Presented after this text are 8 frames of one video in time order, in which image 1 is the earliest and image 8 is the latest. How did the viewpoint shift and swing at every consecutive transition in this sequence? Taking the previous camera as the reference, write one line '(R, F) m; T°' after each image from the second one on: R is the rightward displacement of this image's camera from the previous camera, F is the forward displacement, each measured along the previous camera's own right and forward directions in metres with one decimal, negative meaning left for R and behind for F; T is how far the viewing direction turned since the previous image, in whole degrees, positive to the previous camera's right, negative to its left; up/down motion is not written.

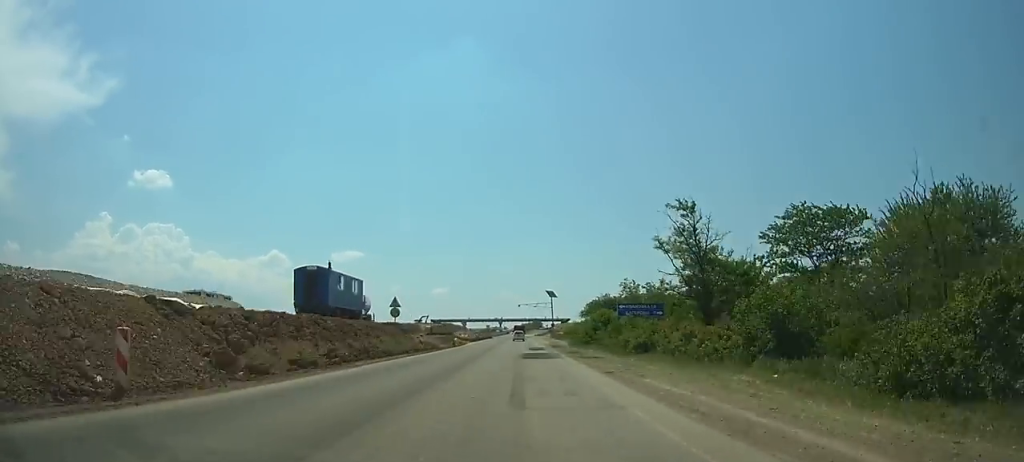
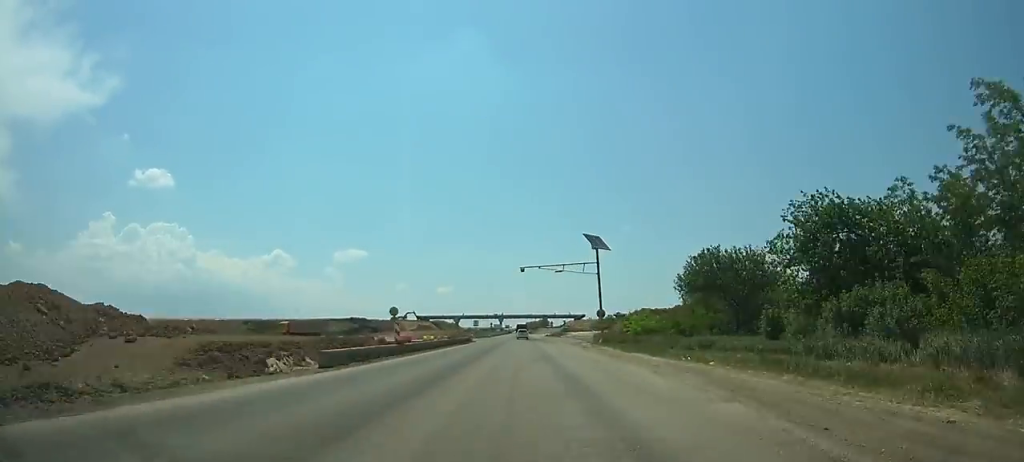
(-0.3, +60.6) m; 0°
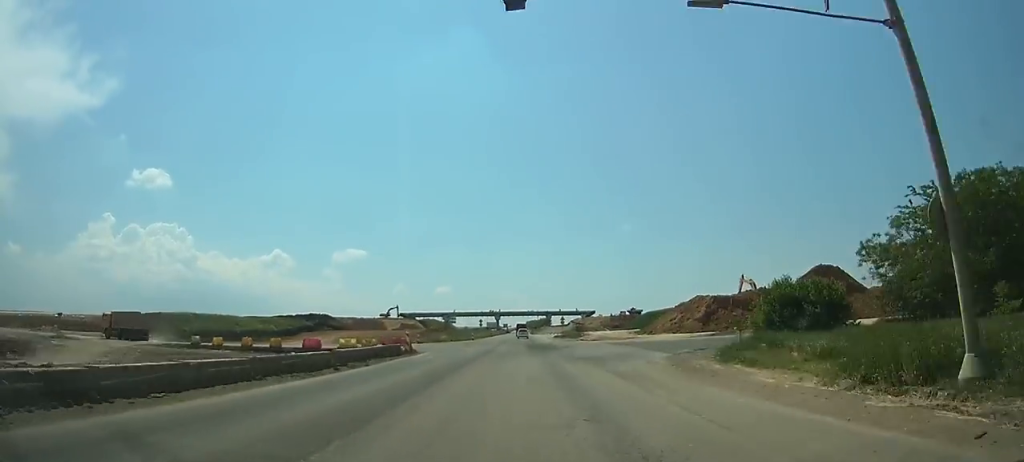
(0.0, +38.5) m; 0°
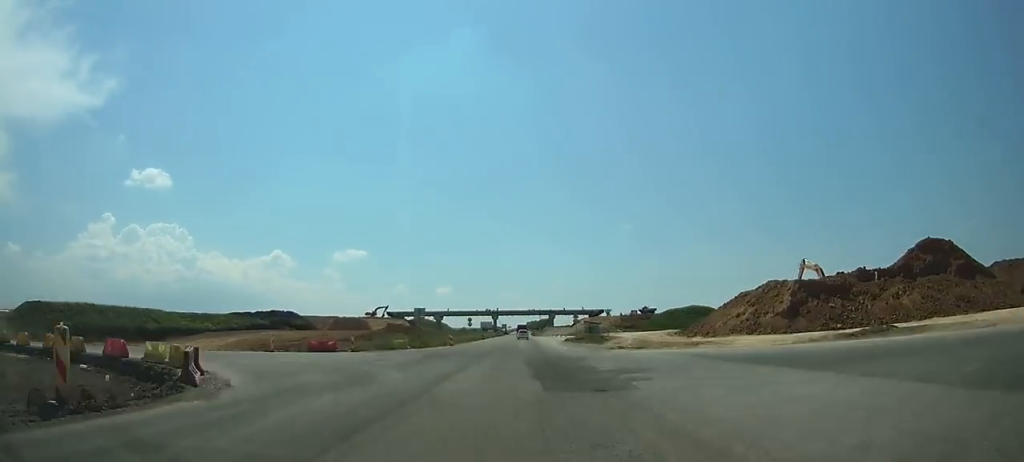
(0.0, +24.0) m; 0°
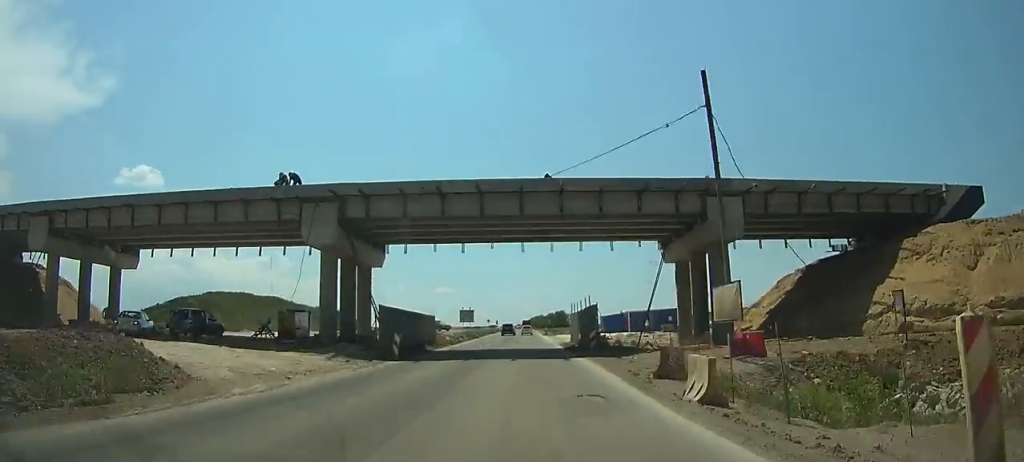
(+0.1, +185.9) m; 0°
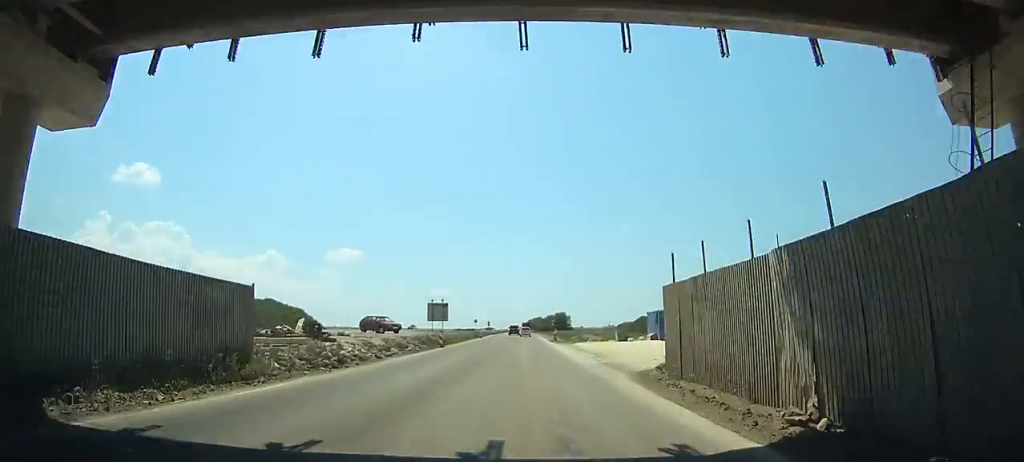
(0.0, +30.1) m; 0°
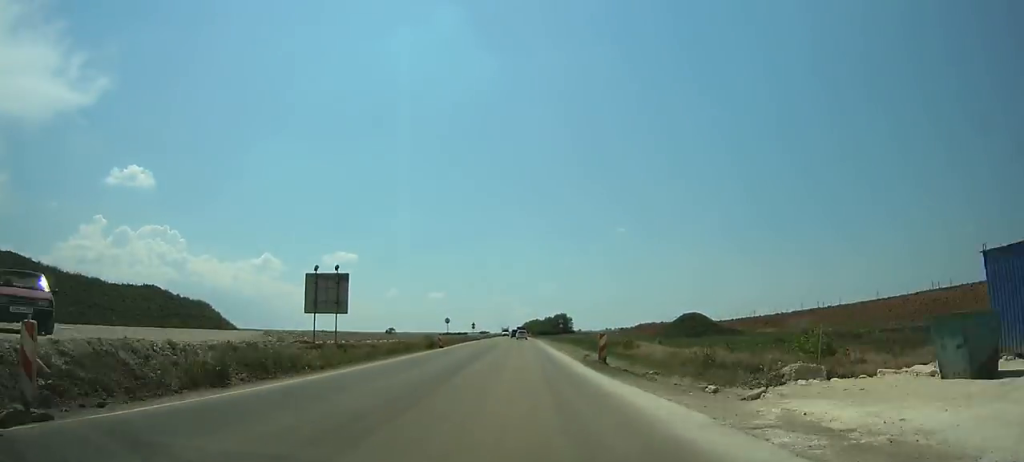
(0.0, +36.4) m; 0°
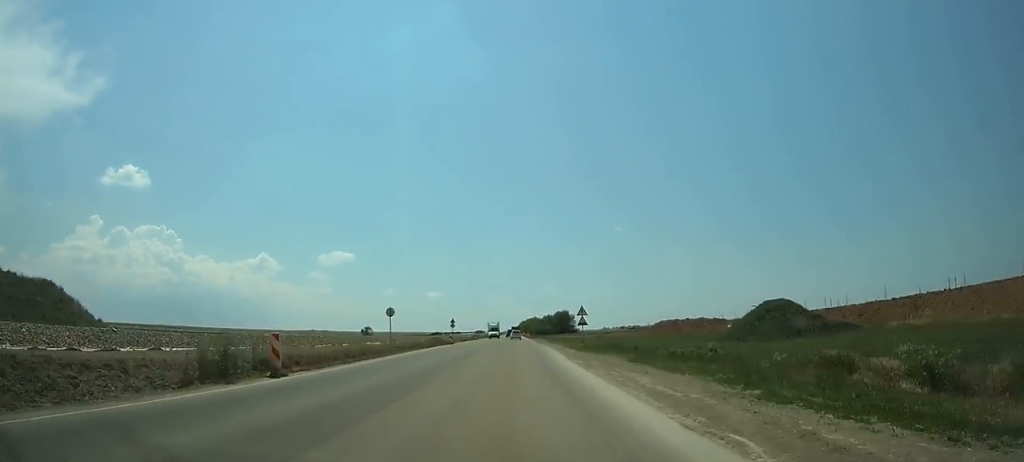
(0.0, +30.5) m; 0°
